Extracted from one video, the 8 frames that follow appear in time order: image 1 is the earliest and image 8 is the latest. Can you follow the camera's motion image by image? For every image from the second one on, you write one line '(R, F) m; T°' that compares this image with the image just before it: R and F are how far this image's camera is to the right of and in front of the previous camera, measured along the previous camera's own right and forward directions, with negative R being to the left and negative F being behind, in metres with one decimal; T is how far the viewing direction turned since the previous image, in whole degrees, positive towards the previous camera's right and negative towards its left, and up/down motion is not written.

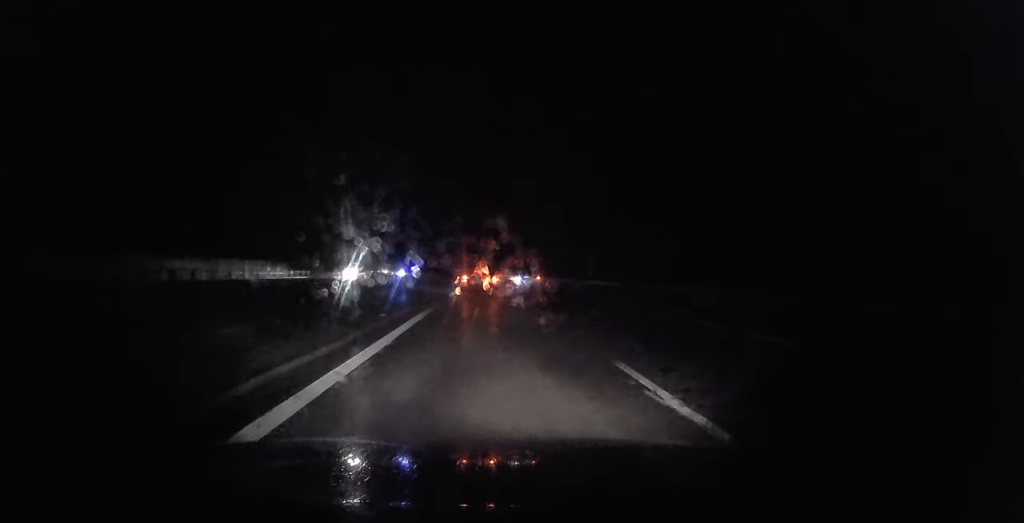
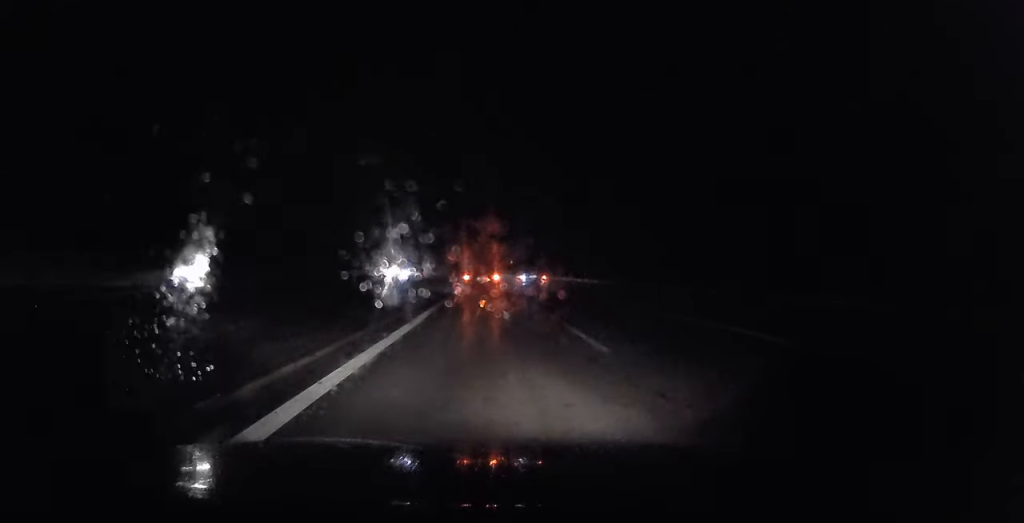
(0.0, +30.2) m; 0°
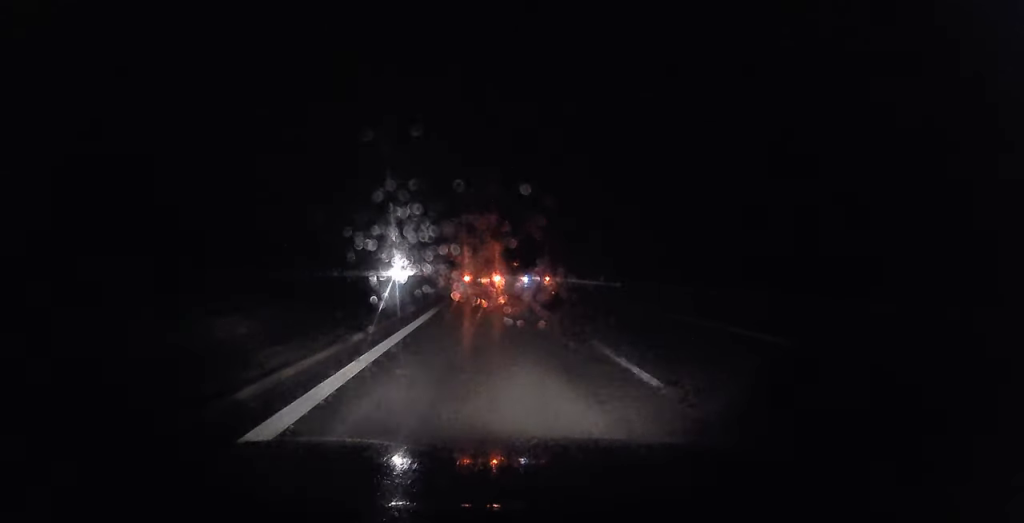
(0.0, +14.4) m; 0°
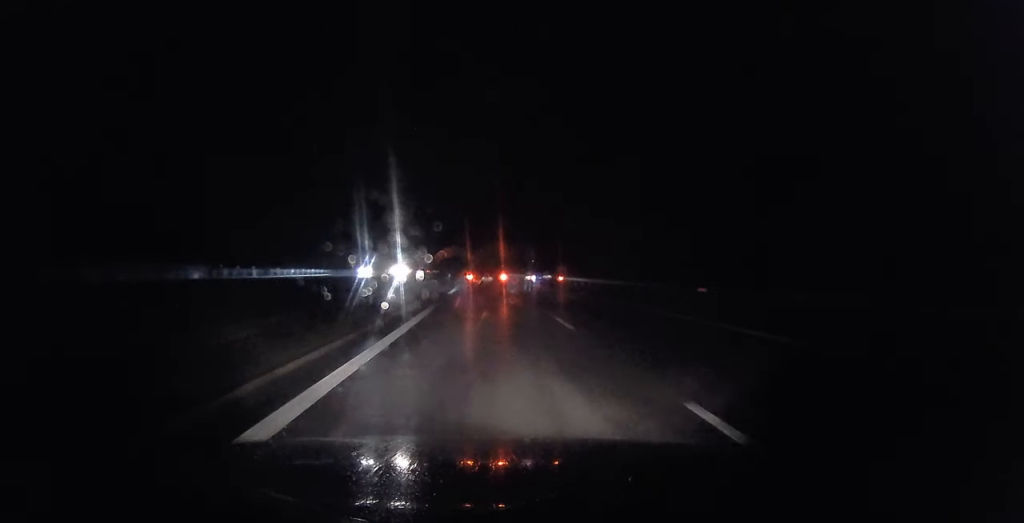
(-0.3, +63.9) m; -2°
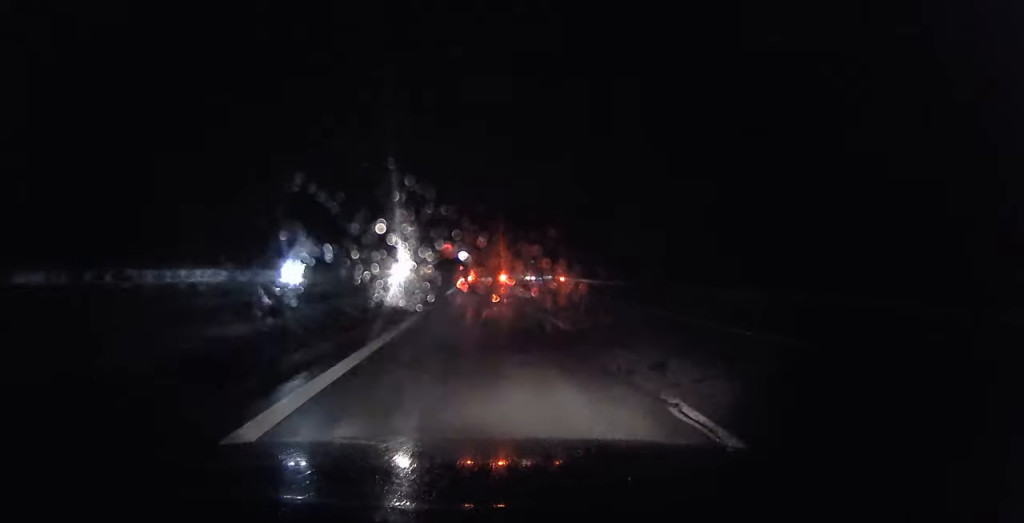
(-0.4, +23.3) m; -3°
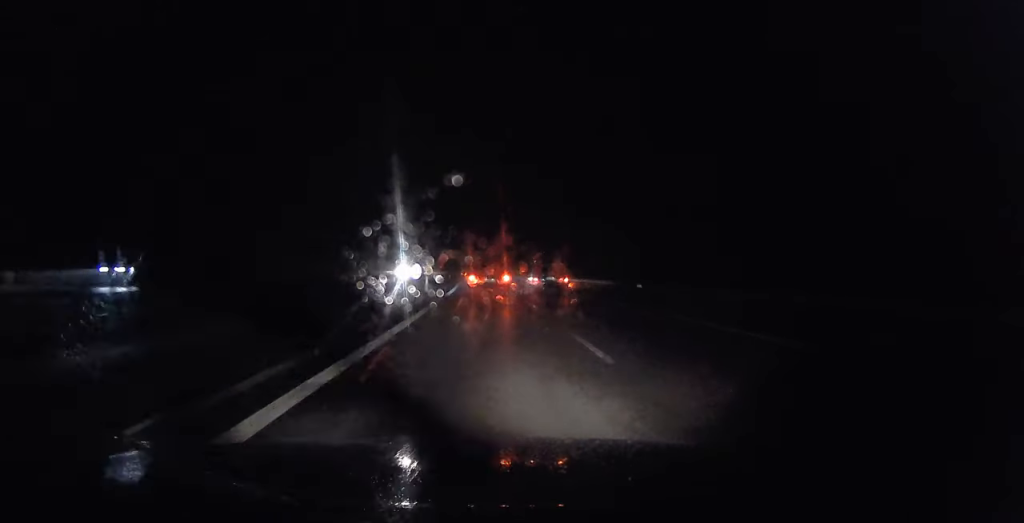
(-0.5, +16.9) m; -2°
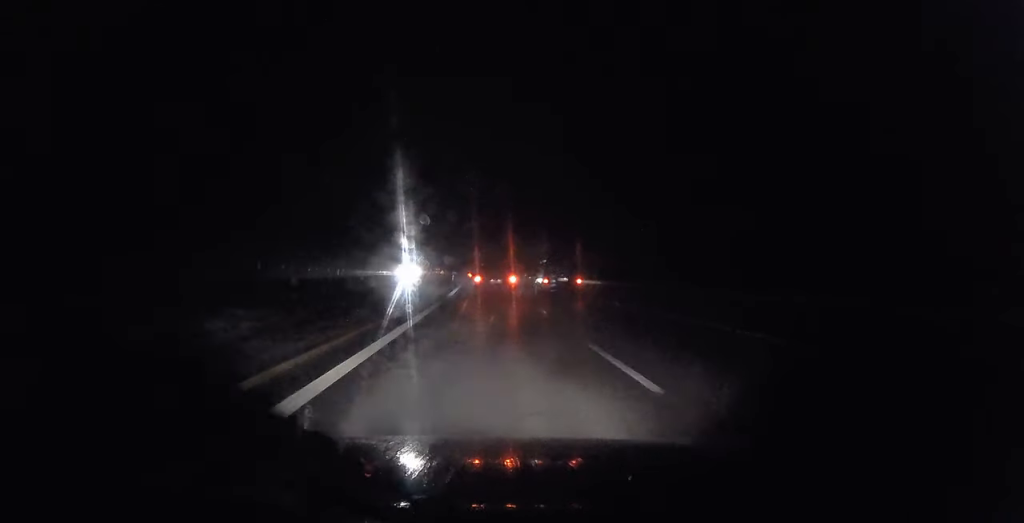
(-1.0, +37.7) m; -2°
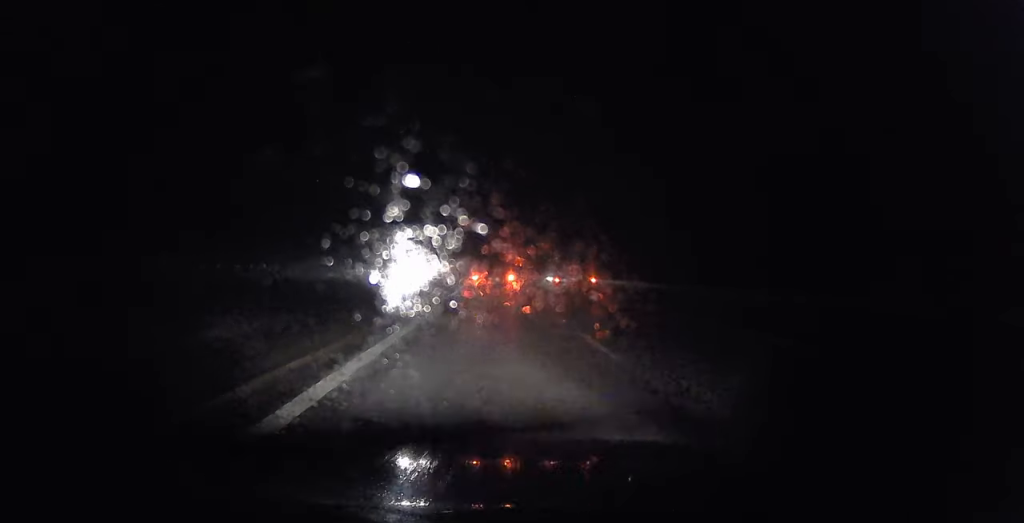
(0.0, +33.8) m; 0°
